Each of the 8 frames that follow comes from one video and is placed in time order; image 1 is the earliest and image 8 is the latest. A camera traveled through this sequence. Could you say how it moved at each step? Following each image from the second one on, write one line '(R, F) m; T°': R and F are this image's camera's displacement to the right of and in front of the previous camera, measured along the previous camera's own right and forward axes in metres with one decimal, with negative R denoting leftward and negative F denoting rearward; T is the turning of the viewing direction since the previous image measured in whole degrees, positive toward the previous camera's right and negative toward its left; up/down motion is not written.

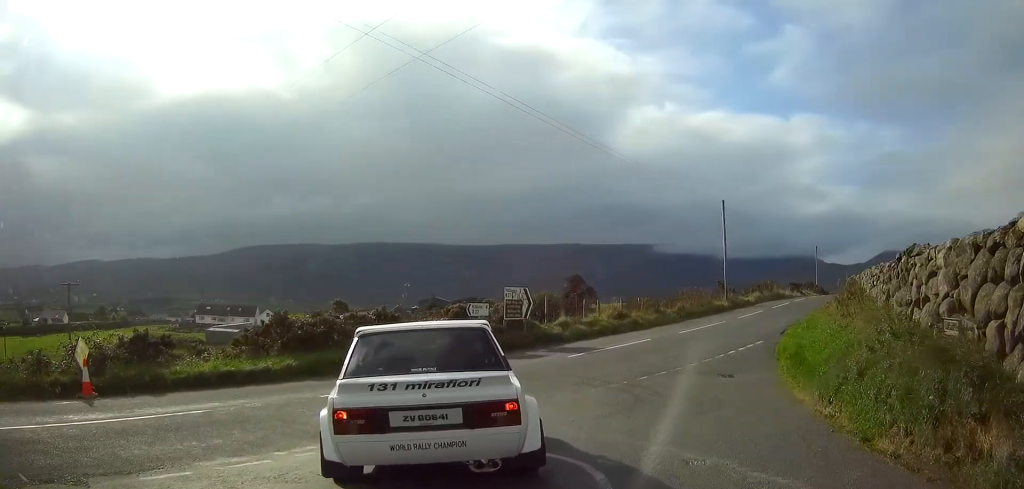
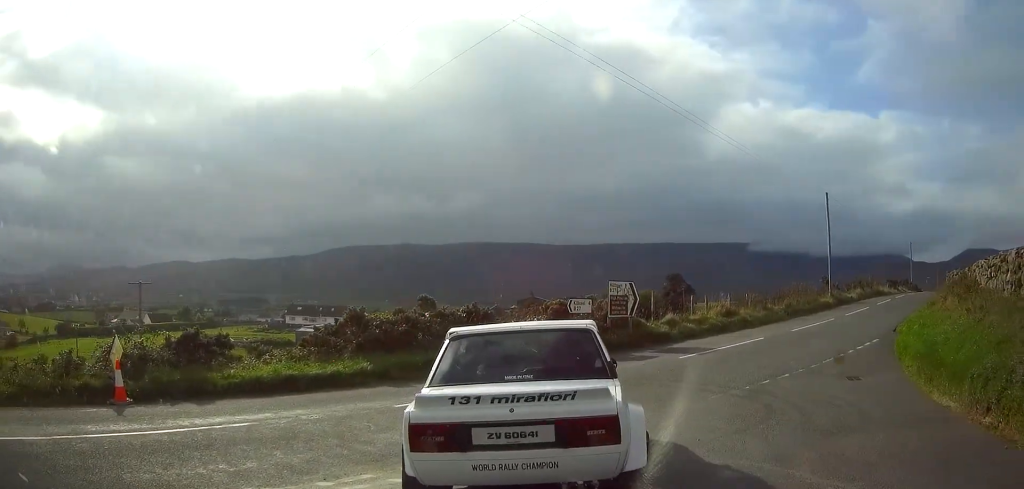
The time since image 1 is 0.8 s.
(-0.2, +1.9) m; -5°
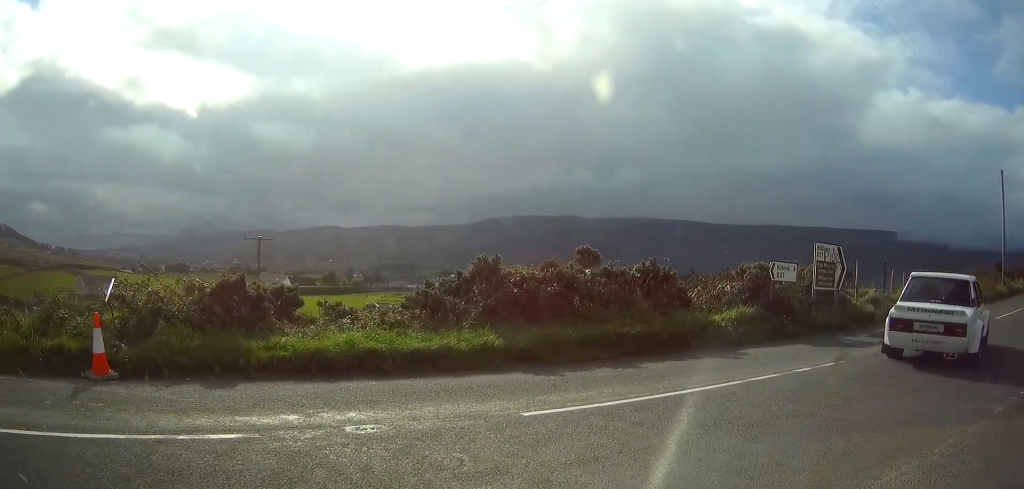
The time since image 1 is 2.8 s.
(-0.1, +3.6) m; +5°
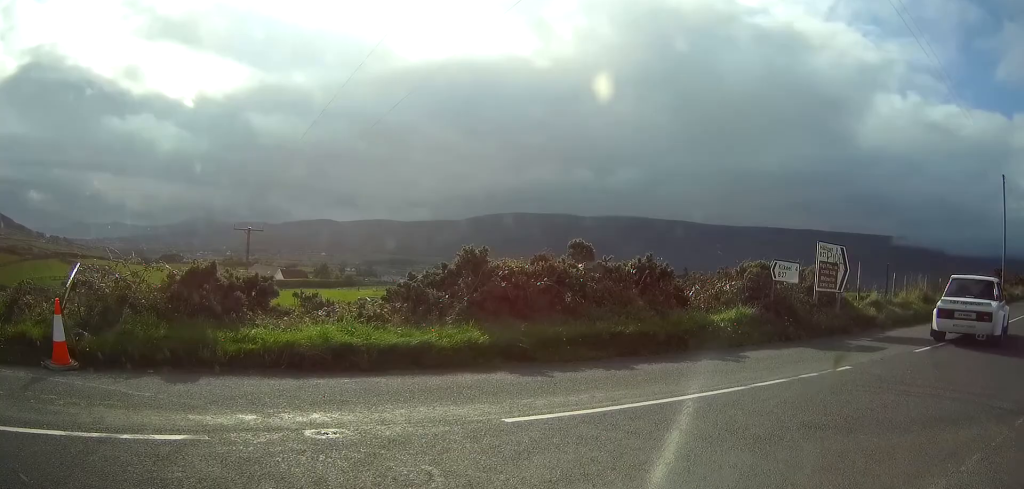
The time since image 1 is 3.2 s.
(+0.1, +1.2) m; +7°
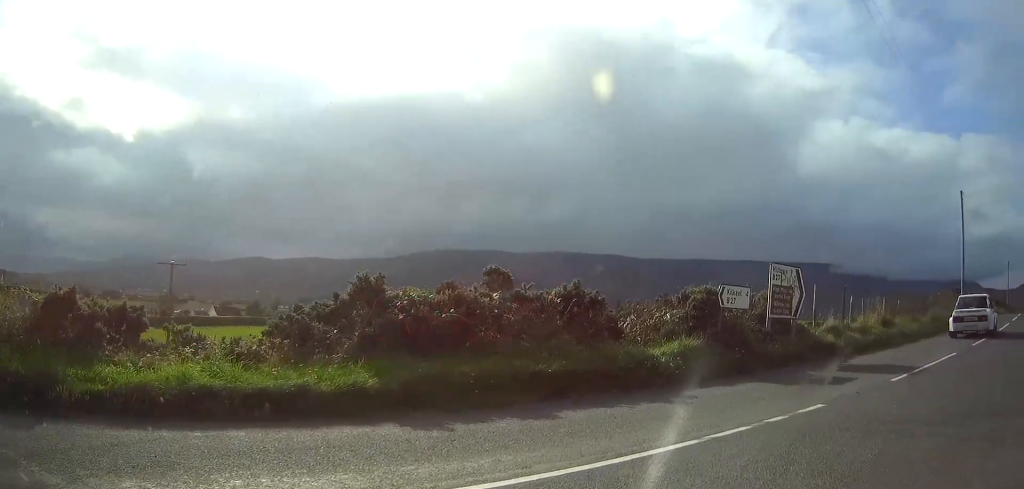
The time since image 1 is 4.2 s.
(+0.6, +3.9) m; +14°
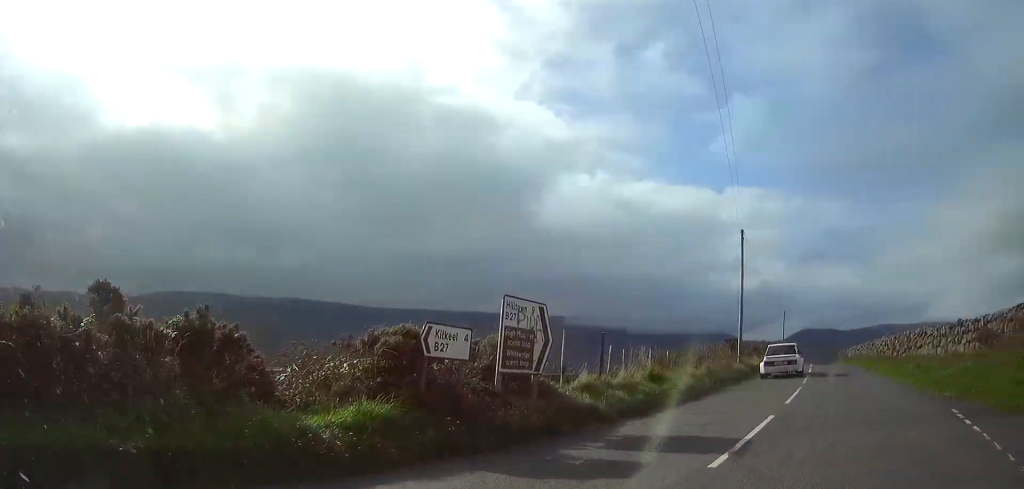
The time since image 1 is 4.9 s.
(+0.3, +5.7) m; +8°
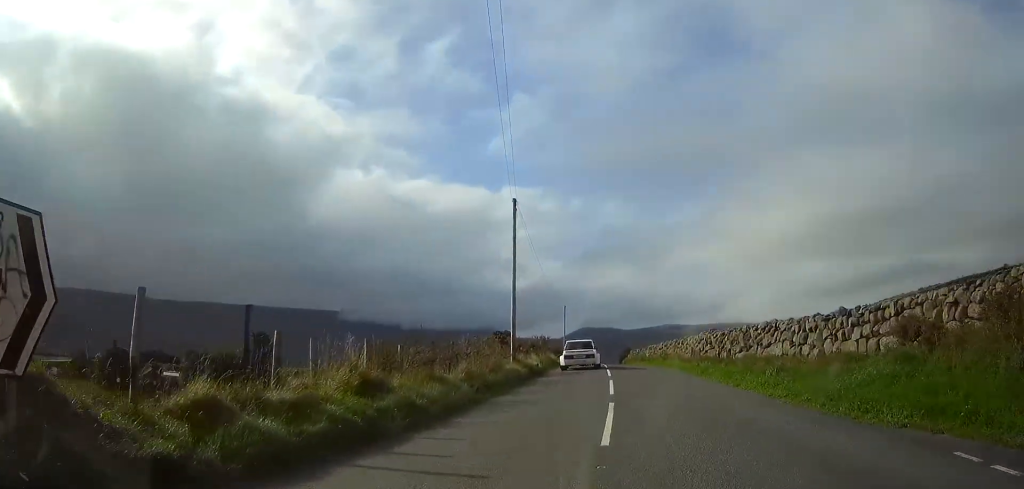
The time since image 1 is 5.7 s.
(+0.6, +8.4) m; +4°
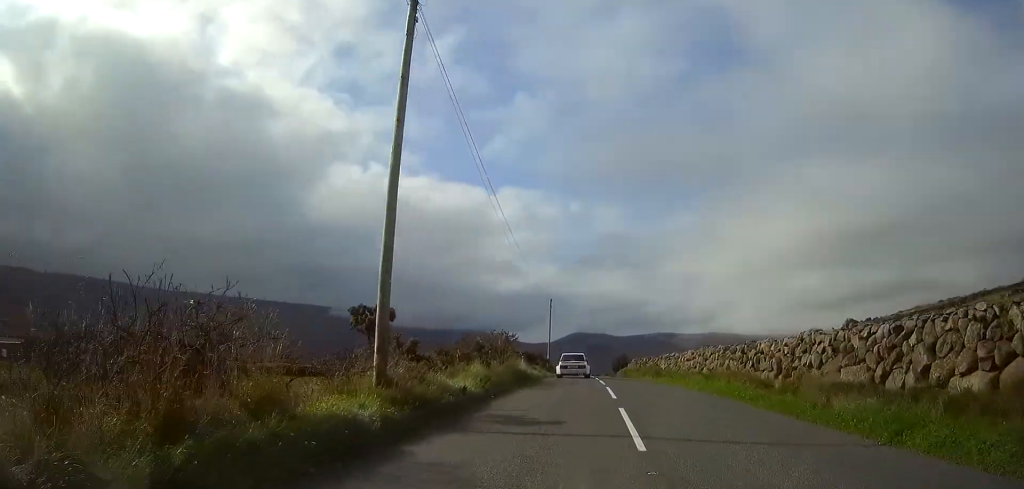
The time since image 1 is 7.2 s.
(+0.2, +19.0) m; 0°
